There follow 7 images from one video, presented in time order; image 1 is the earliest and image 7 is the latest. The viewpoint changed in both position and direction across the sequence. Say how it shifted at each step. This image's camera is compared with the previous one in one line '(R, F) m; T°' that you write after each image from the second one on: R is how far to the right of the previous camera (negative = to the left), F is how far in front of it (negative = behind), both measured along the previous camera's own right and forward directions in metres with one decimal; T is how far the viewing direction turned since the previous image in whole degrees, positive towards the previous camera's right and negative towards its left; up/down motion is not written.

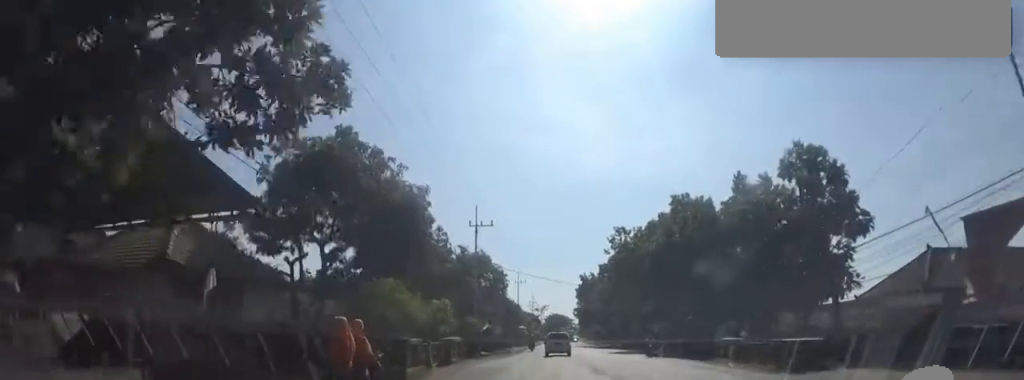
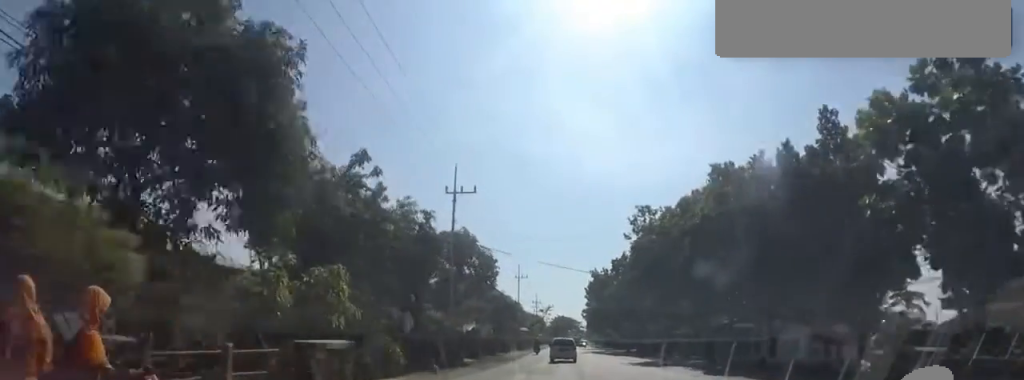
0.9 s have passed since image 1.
(+0.1, +10.7) m; -1°
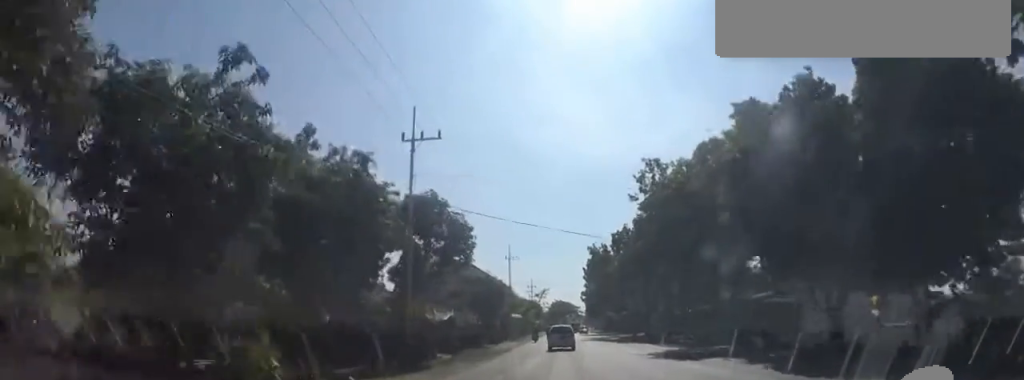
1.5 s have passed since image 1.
(-0.4, +7.2) m; 0°
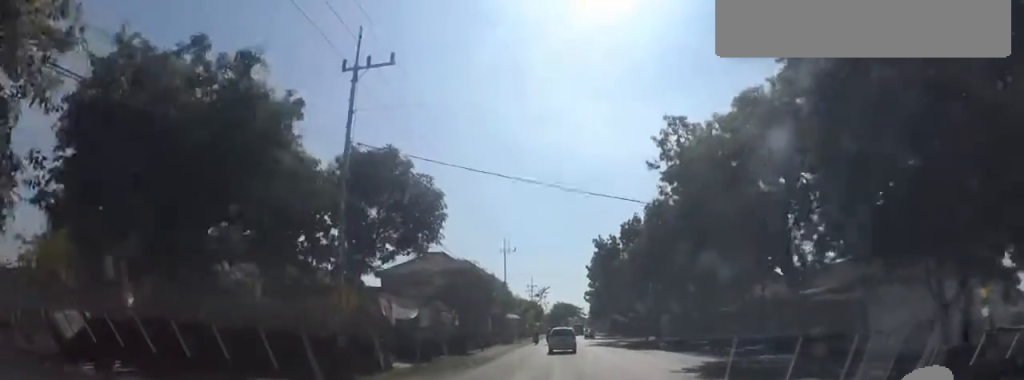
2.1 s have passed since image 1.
(+0.2, +7.1) m; +1°
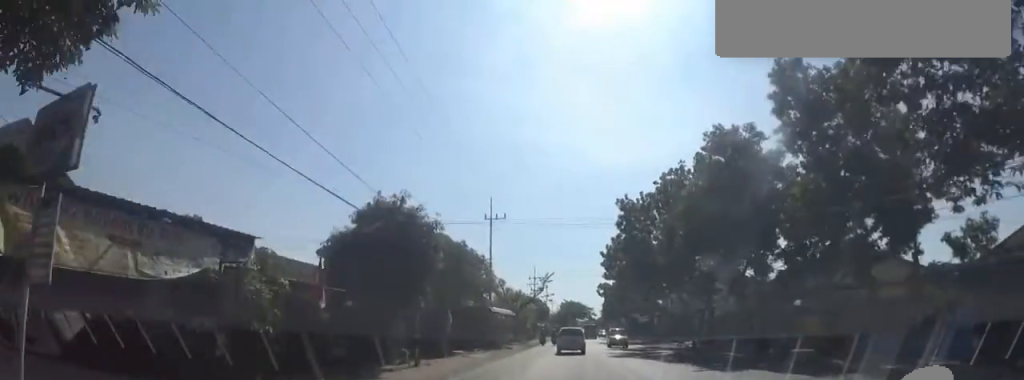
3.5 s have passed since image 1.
(+0.5, +15.9) m; 0°
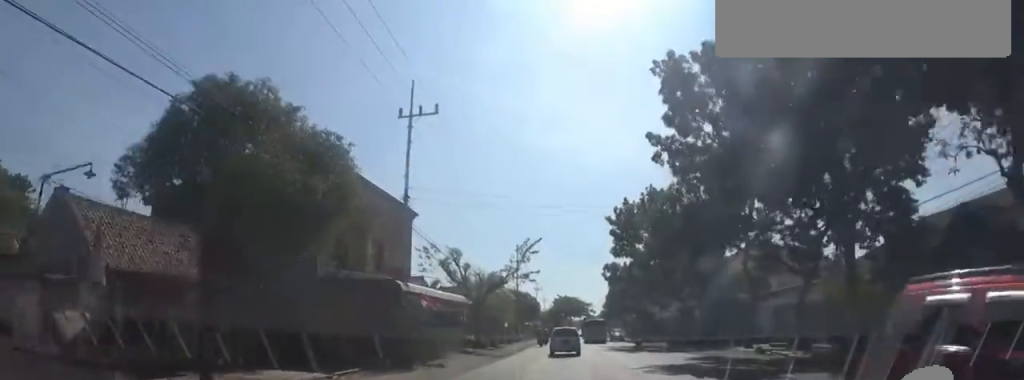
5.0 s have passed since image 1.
(-0.7, +19.5) m; -3°
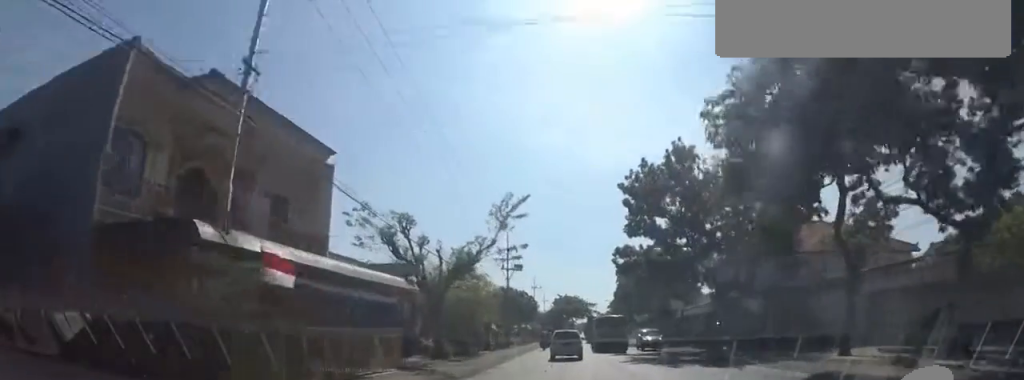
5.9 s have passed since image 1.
(0.0, +11.3) m; 0°
